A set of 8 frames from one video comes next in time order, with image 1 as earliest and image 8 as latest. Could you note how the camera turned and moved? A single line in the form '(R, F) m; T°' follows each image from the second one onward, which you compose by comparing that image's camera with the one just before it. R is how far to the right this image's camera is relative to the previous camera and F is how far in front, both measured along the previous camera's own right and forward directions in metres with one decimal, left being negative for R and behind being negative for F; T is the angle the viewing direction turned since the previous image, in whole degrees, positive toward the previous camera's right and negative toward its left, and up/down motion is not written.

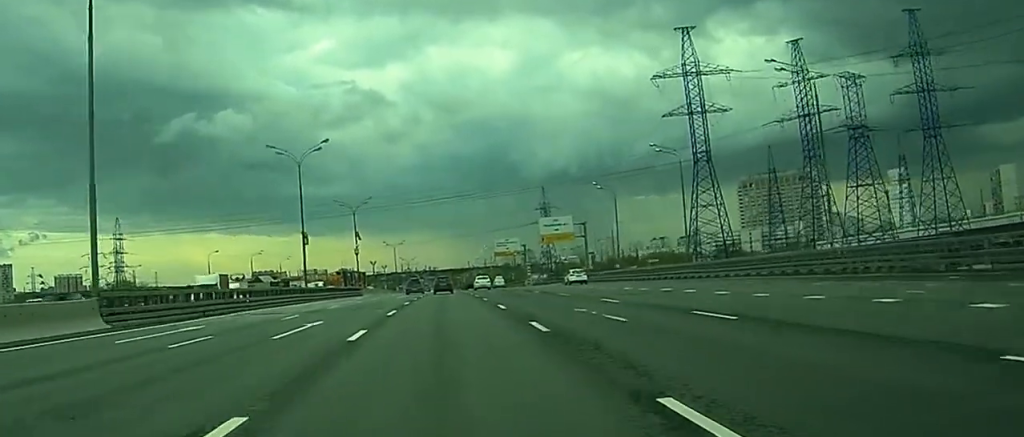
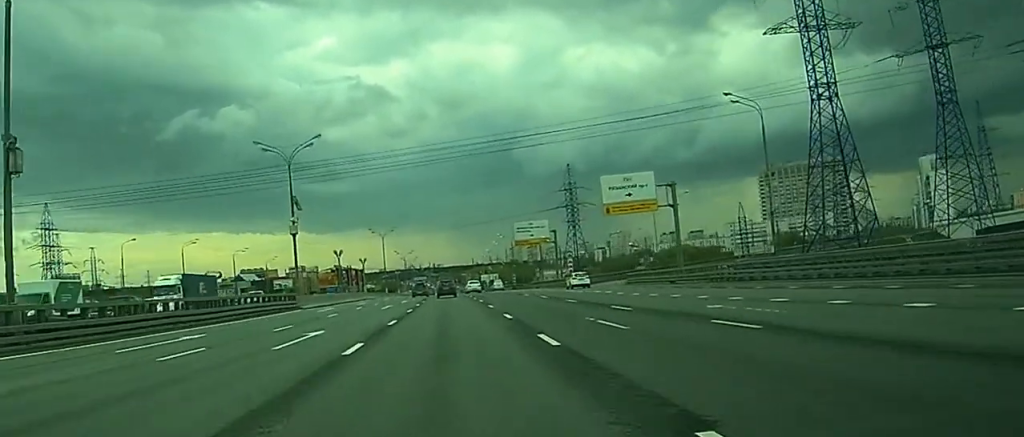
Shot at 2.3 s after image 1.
(-0.5, +41.0) m; -3°
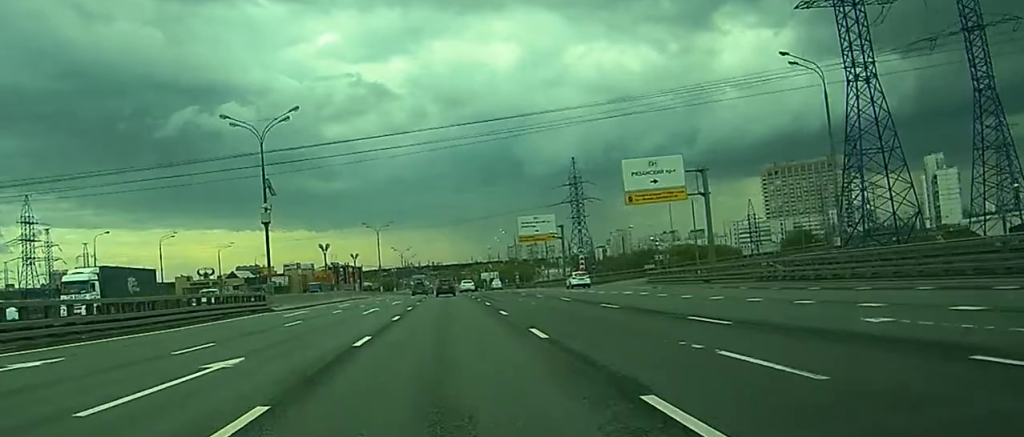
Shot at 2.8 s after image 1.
(-0.1, +10.0) m; 0°
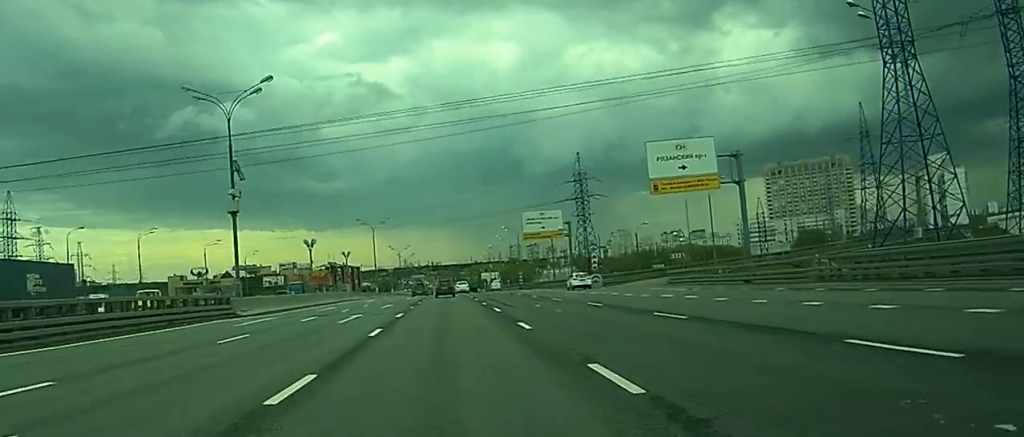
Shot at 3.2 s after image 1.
(-0.1, +8.6) m; 0°
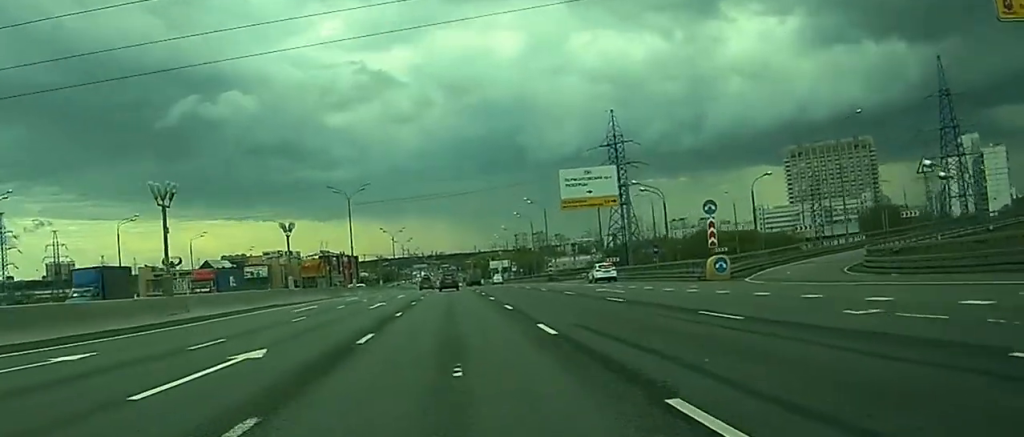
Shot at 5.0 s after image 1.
(+0.1, +40.7) m; 0°
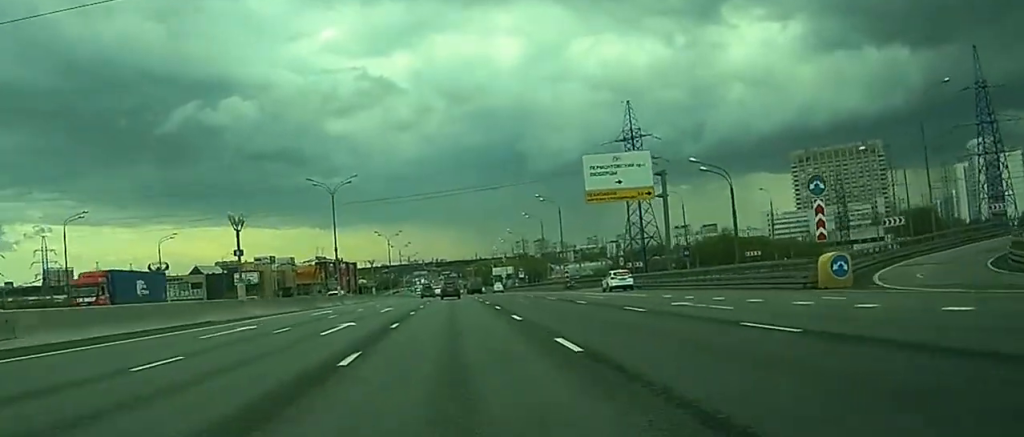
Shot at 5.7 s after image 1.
(0.0, +14.0) m; 0°
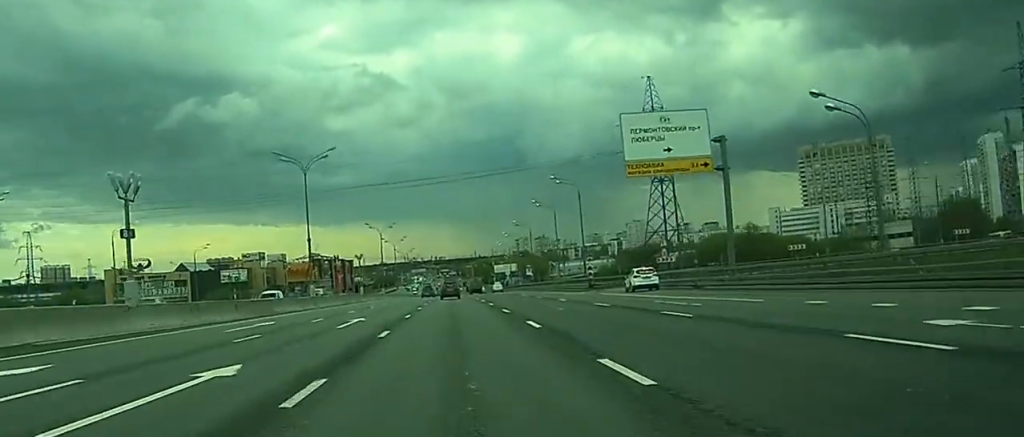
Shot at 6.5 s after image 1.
(0.0, +15.2) m; 0°
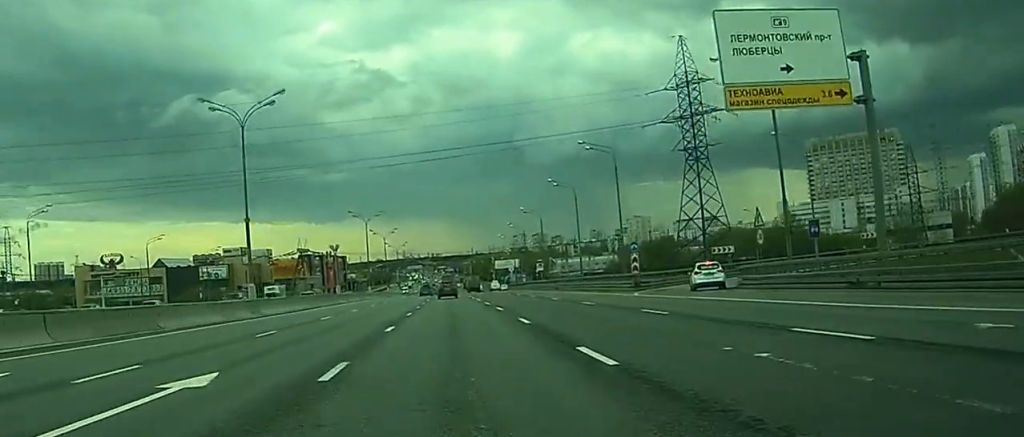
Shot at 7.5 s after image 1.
(-0.1, +20.0) m; 0°
